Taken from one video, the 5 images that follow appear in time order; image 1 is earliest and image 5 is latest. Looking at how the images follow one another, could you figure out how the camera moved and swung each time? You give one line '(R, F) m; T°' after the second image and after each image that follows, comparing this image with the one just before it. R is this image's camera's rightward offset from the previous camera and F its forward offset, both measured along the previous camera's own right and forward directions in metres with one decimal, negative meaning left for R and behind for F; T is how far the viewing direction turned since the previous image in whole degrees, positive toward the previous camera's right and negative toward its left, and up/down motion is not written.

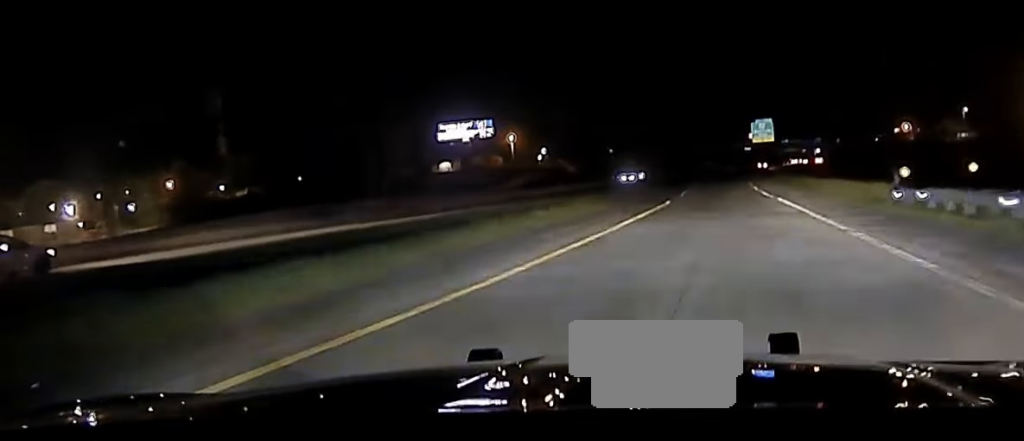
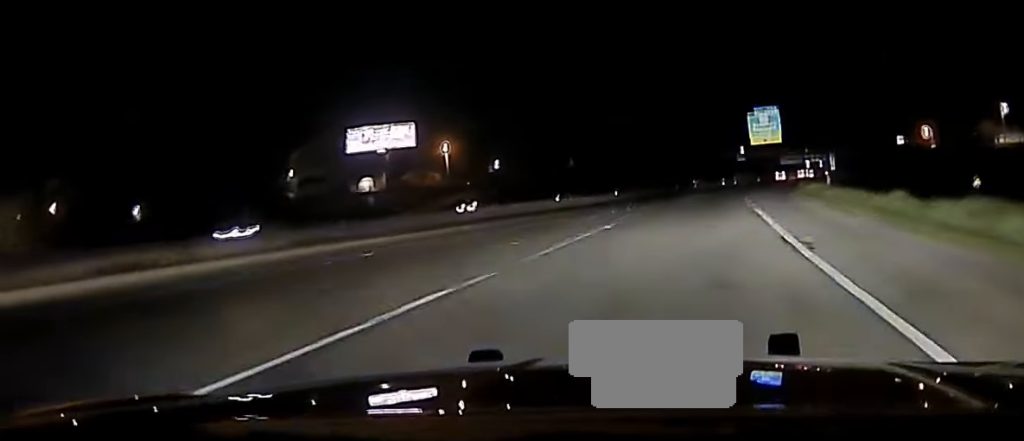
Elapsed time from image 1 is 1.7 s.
(0.0, +56.6) m; 0°
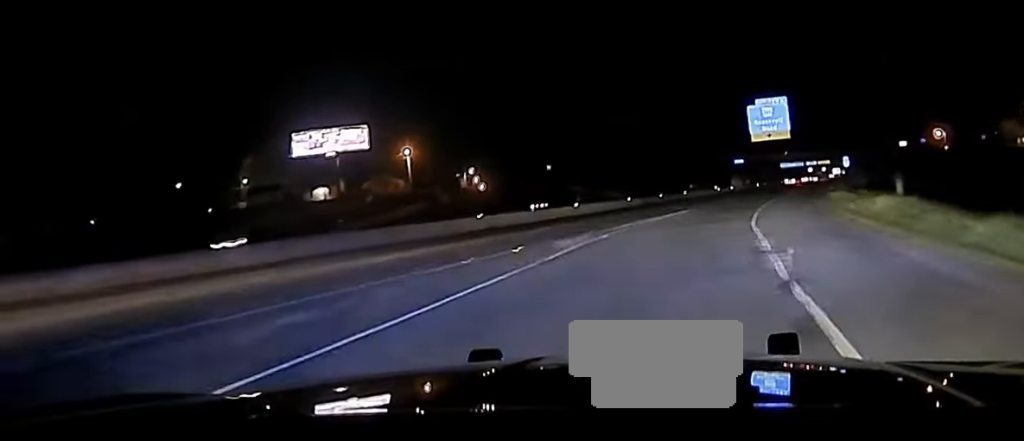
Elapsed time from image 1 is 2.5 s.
(+0.1, +25.6) m; 0°
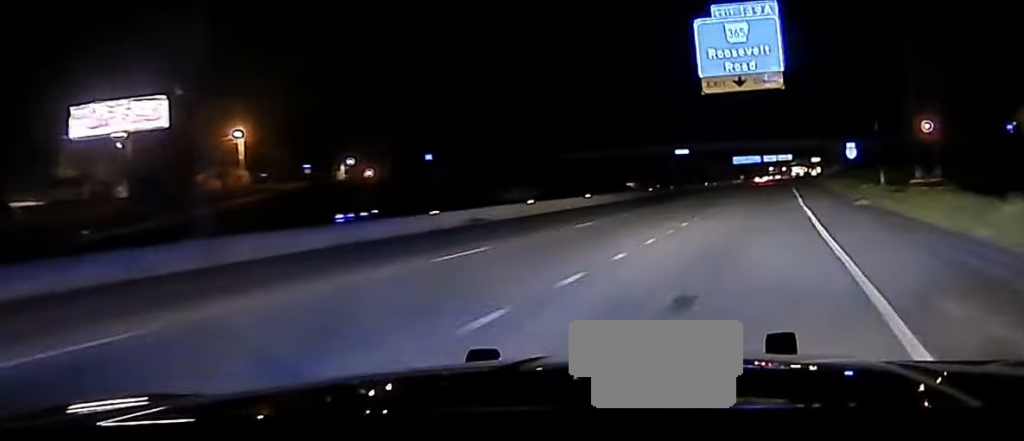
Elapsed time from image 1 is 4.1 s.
(+0.4, +54.1) m; +3°
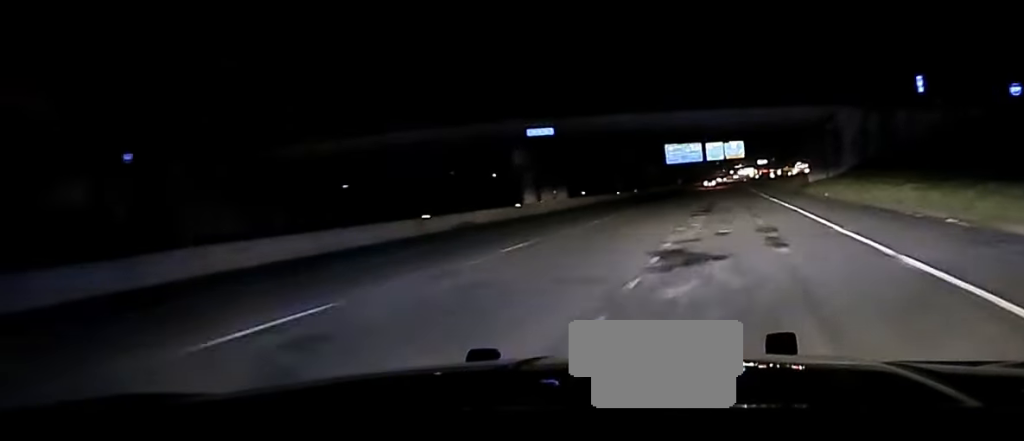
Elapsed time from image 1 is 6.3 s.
(+2.7, +68.4) m; +3°
